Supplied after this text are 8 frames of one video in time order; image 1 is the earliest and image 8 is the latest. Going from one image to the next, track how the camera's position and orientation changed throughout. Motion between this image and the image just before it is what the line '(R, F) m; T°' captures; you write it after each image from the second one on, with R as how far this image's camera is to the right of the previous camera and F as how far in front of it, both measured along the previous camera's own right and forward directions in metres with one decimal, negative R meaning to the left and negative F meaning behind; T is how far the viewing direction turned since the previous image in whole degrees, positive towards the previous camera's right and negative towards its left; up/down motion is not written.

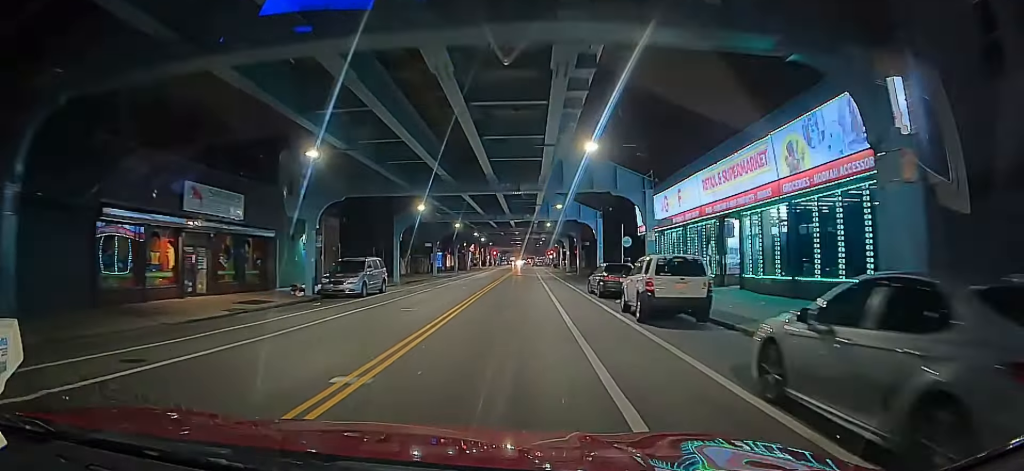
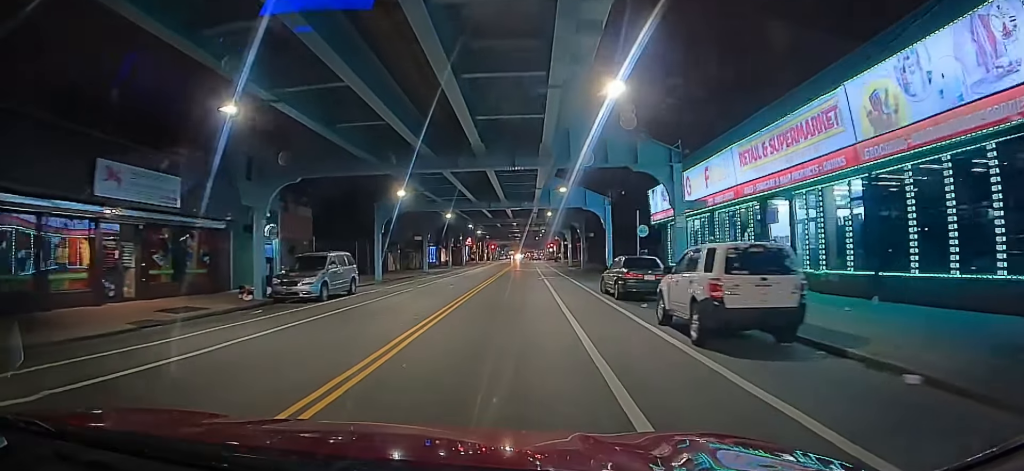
(-0.1, +5.0) m; 0°
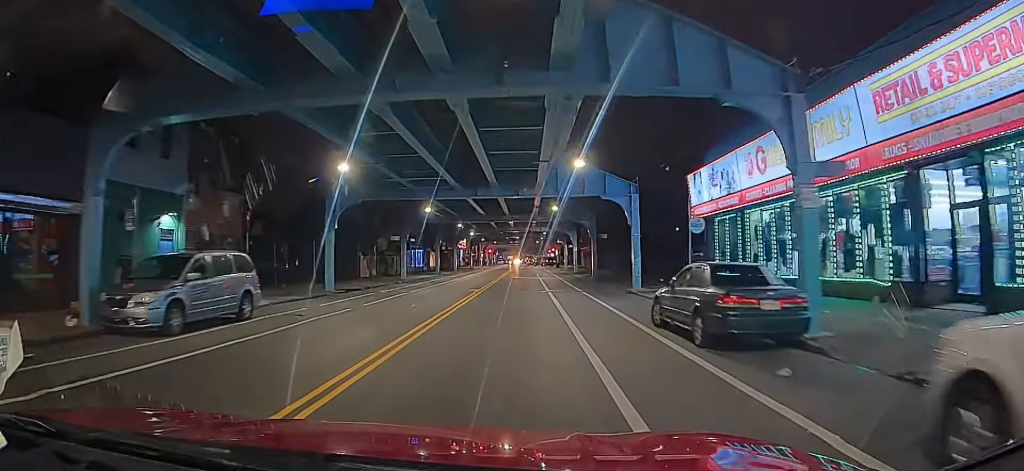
(+0.2, +8.8) m; 0°
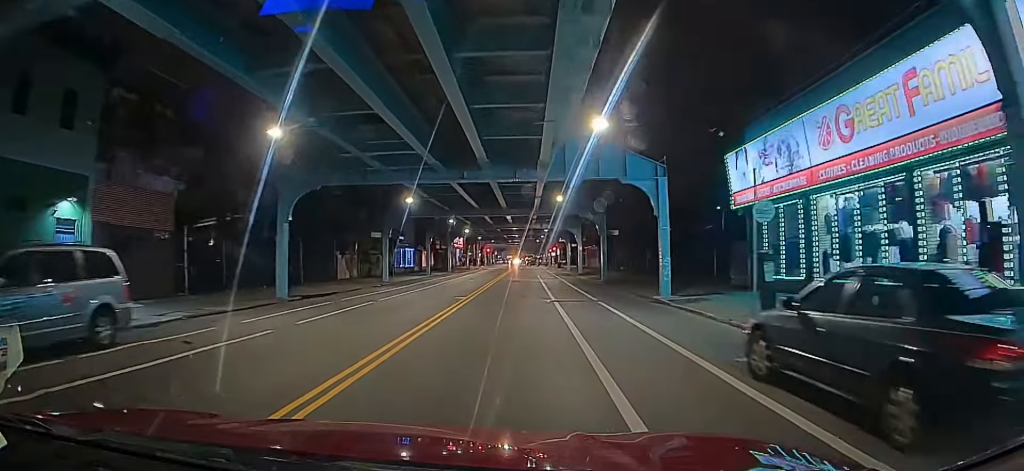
(0.0, +5.3) m; 0°
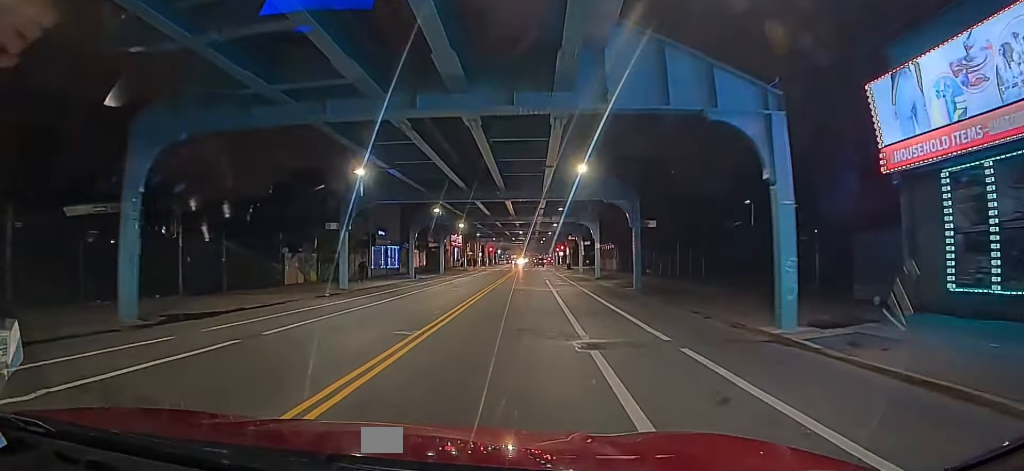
(-0.1, +9.3) m; -1°
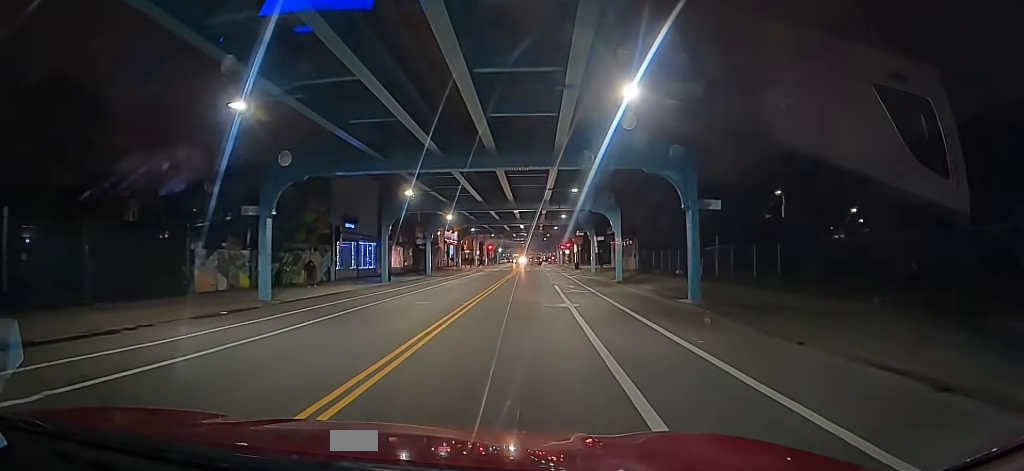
(0.0, +8.6) m; 0°
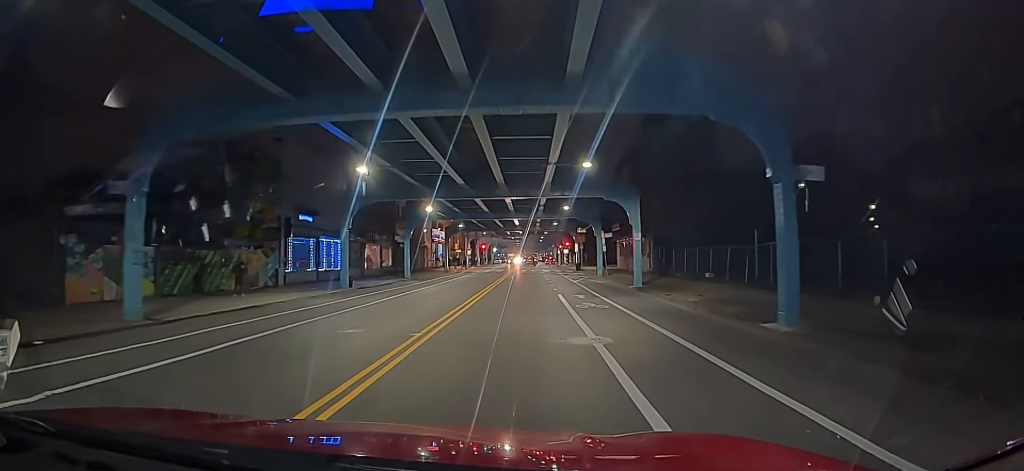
(+0.1, +7.5) m; 0°
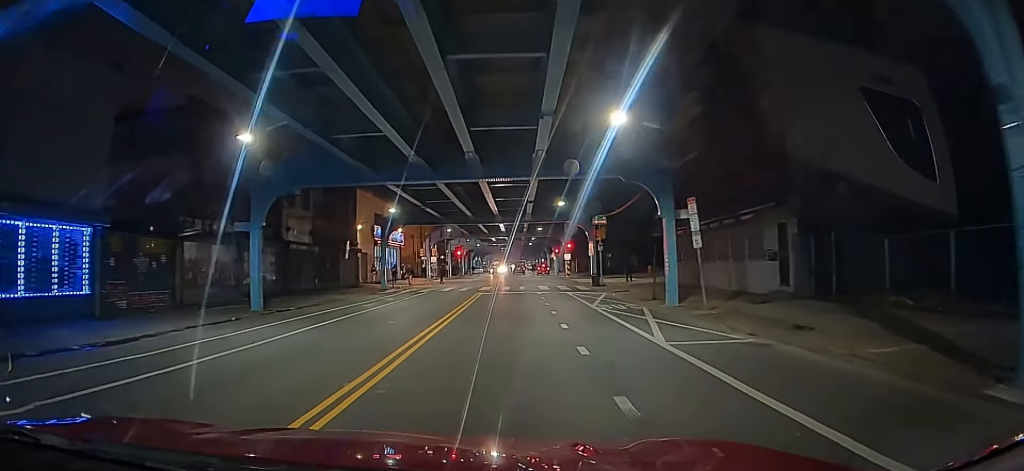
(0.0, +22.0) m; +1°
